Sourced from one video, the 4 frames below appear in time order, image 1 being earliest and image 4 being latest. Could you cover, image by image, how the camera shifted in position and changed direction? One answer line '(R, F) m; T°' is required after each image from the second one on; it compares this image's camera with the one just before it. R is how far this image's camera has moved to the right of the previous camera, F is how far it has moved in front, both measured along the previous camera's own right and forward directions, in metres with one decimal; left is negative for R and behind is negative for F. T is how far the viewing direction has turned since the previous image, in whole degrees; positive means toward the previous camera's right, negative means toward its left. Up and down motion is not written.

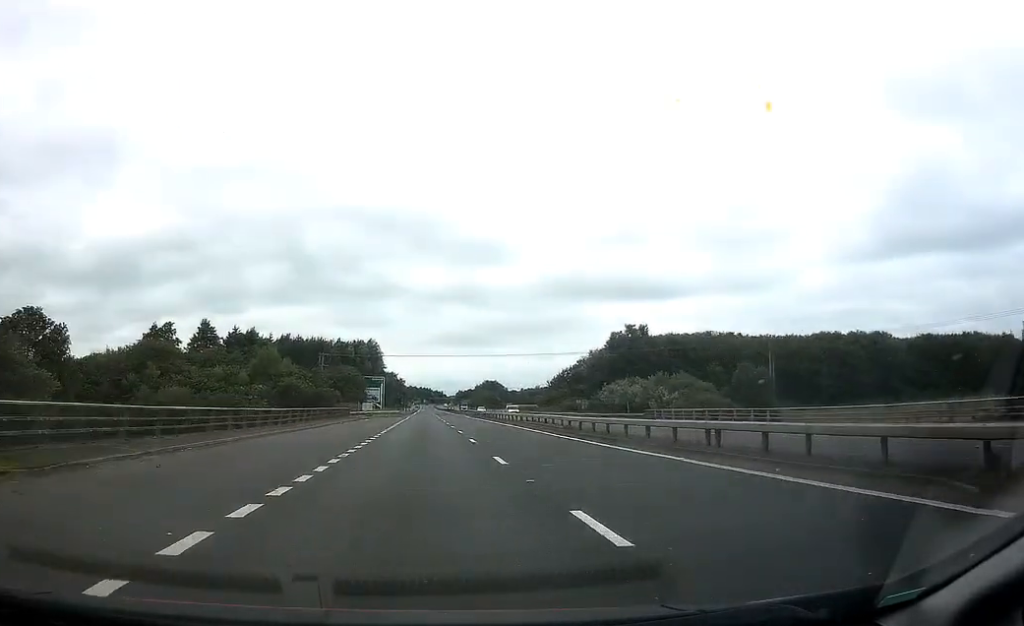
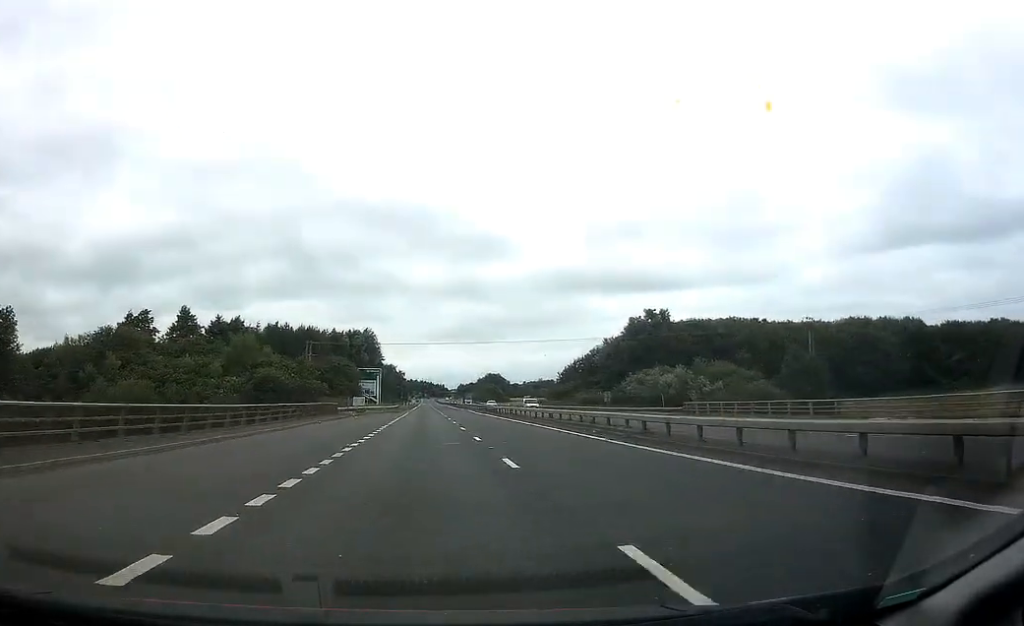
(0.0, +11.7) m; 0°
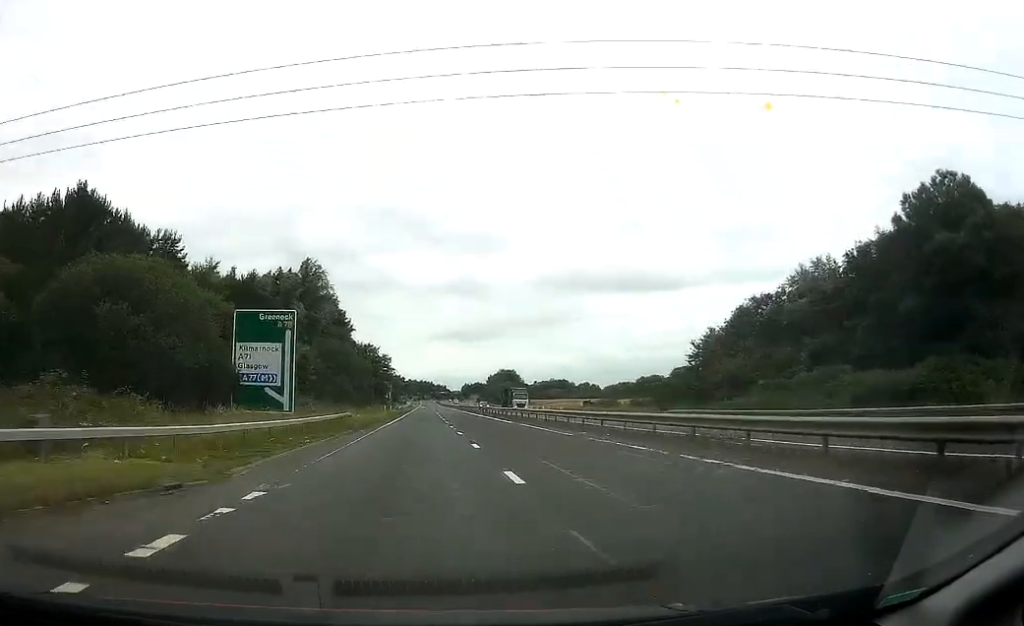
(+0.5, +73.7) m; +1°
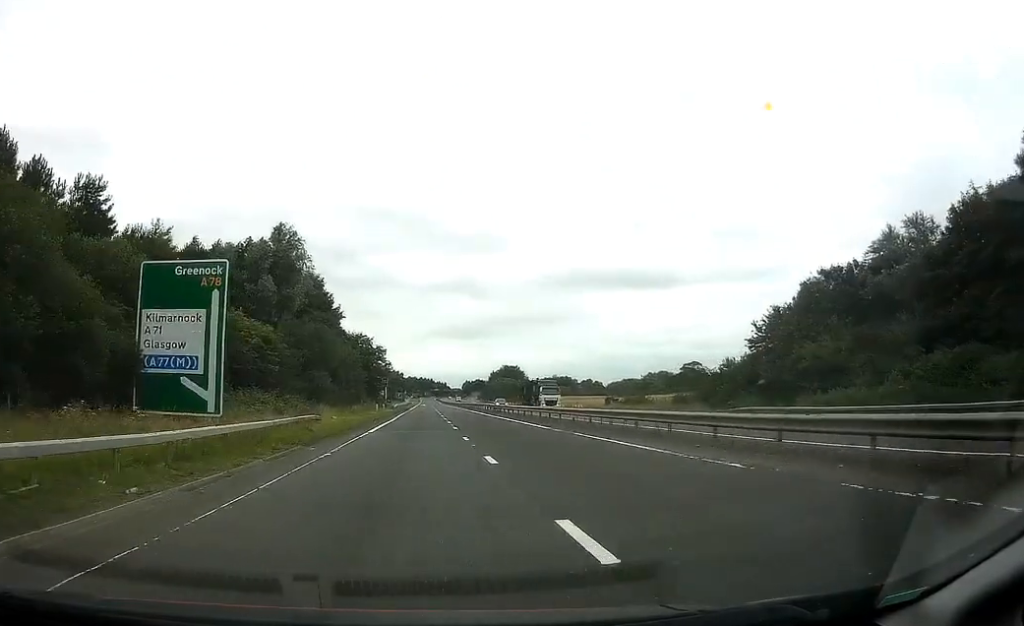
(-0.1, +14.4) m; 0°
